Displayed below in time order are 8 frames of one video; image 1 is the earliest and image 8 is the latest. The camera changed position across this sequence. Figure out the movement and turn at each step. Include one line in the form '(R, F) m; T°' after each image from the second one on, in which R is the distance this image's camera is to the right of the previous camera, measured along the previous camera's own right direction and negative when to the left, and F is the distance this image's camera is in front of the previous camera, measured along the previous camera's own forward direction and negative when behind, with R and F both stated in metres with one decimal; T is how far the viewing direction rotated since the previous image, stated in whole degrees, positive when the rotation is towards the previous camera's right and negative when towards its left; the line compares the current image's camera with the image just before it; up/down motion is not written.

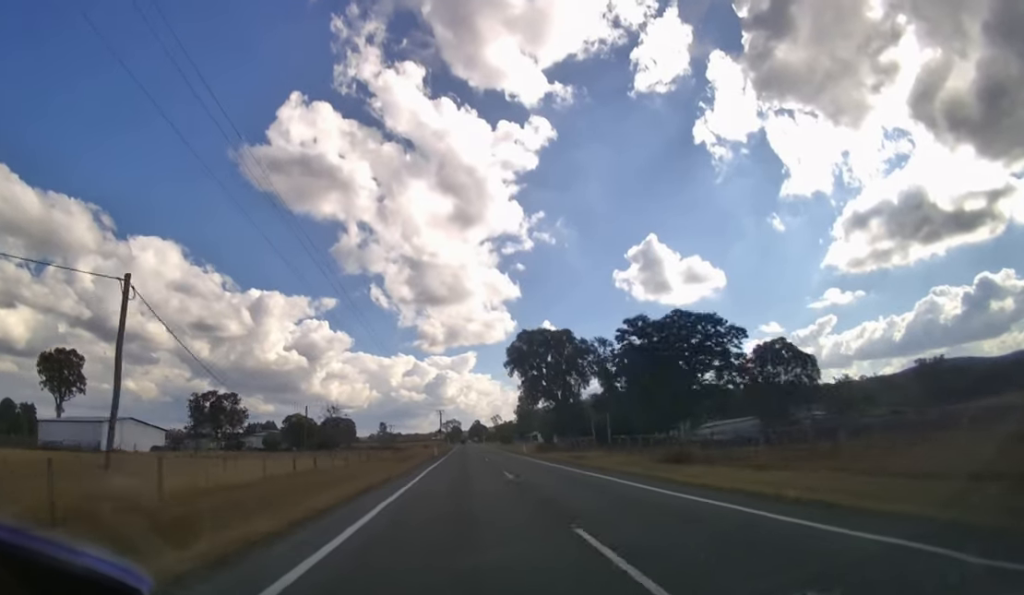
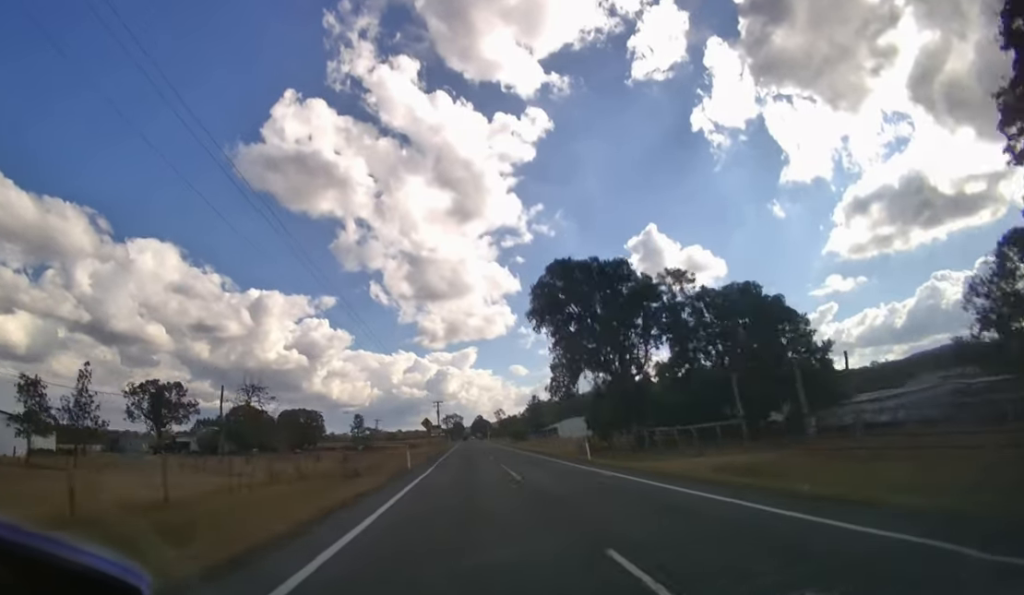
(0.0, +24.7) m; 0°
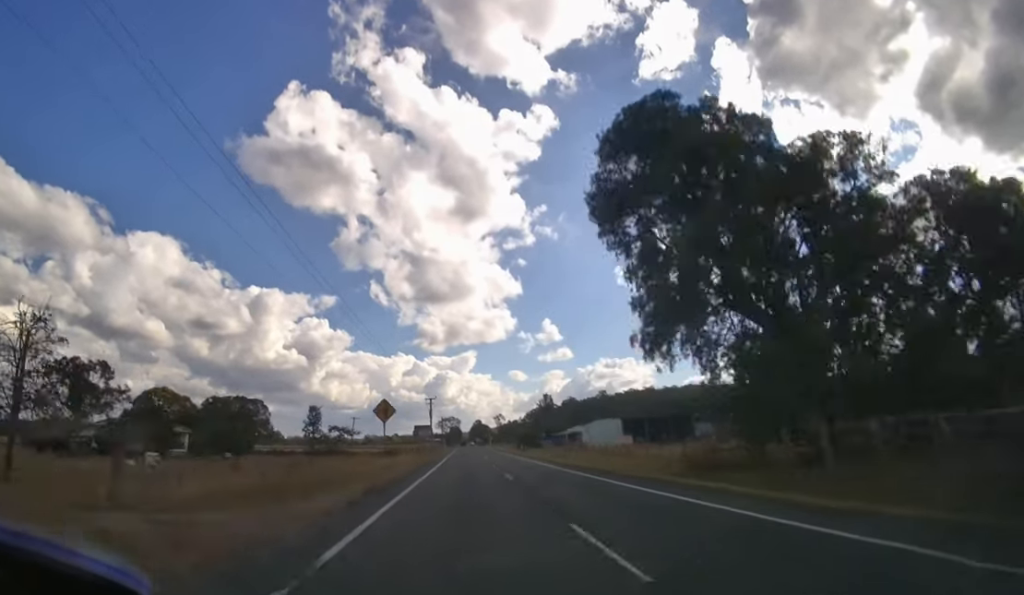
(0.0, +19.8) m; 0°
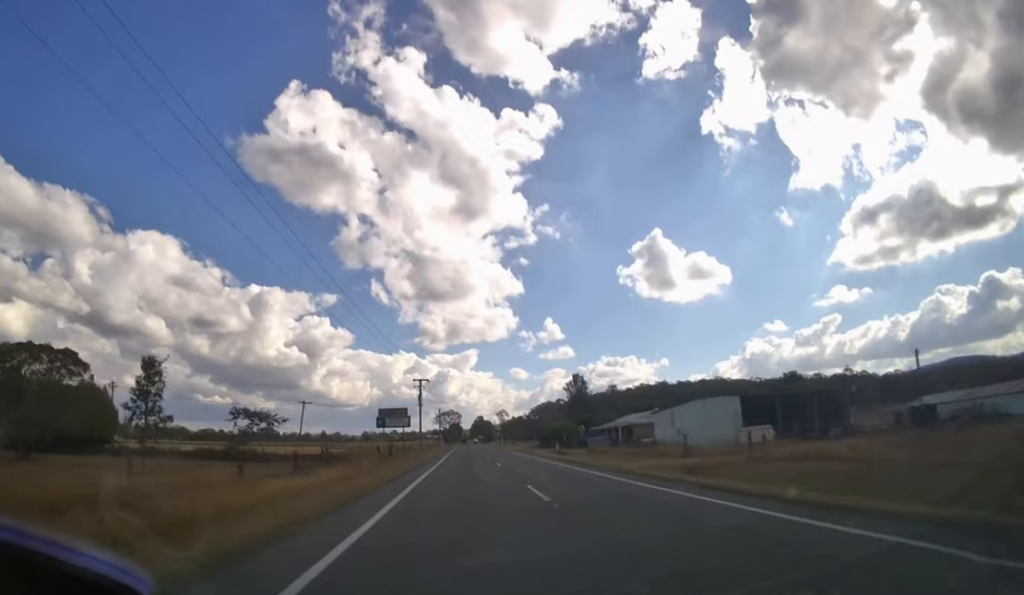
(0.0, +26.0) m; 0°
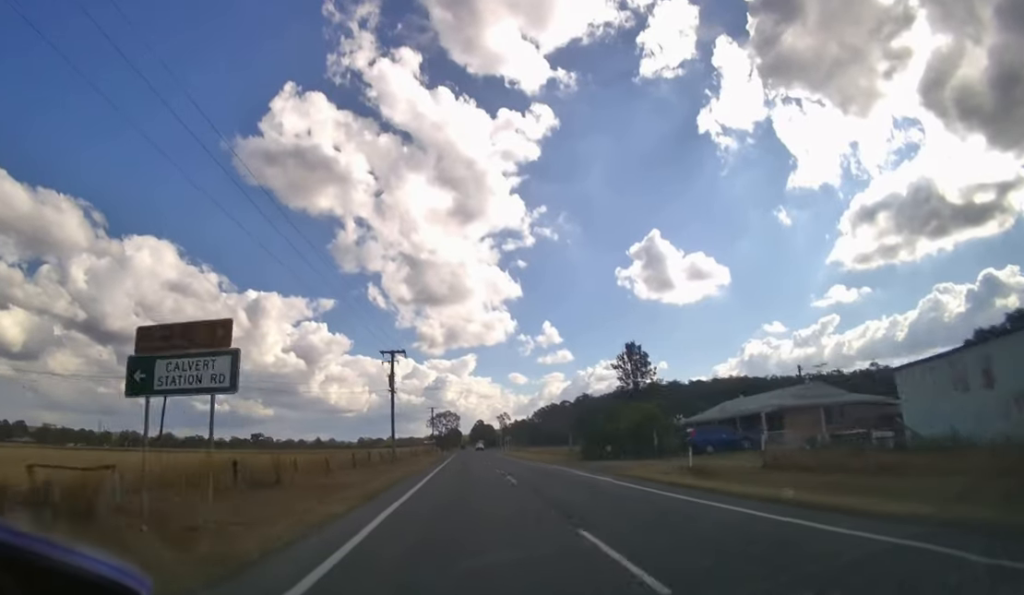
(0.0, +26.4) m; 0°
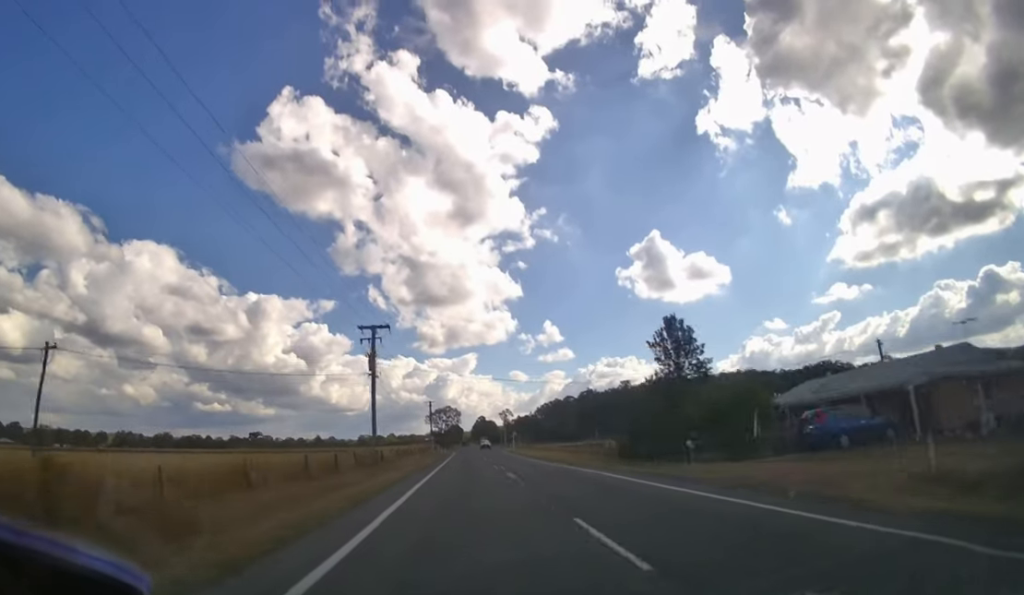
(0.0, +10.6) m; 0°
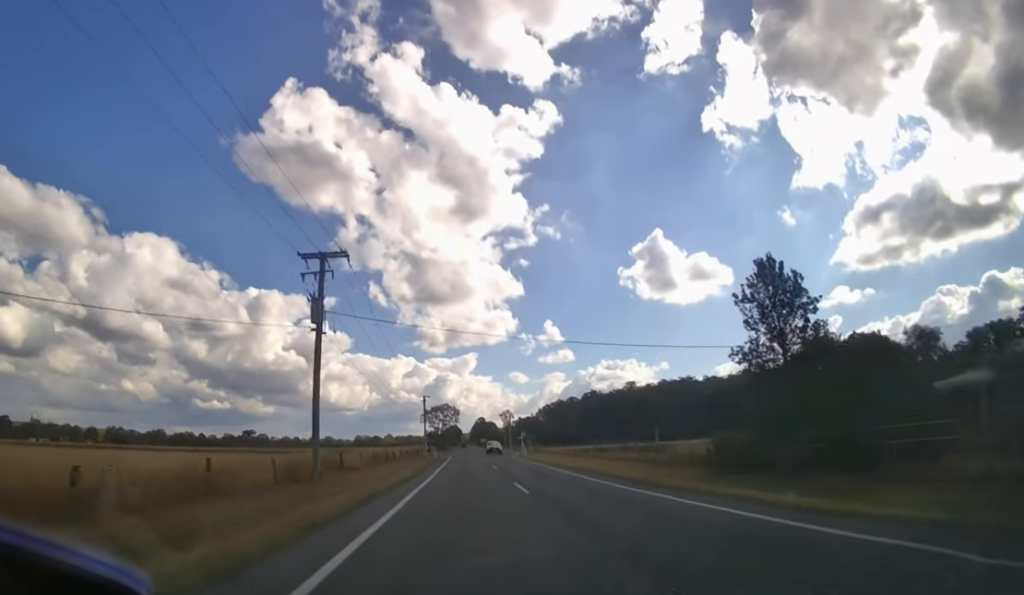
(0.0, +15.6) m; 0°
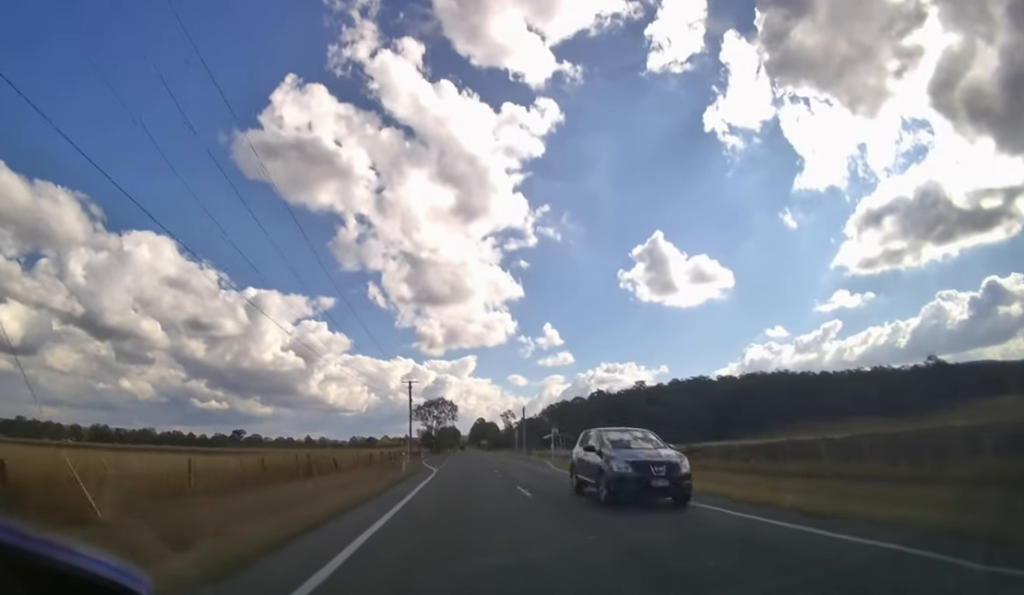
(0.0, +26.0) m; 0°
